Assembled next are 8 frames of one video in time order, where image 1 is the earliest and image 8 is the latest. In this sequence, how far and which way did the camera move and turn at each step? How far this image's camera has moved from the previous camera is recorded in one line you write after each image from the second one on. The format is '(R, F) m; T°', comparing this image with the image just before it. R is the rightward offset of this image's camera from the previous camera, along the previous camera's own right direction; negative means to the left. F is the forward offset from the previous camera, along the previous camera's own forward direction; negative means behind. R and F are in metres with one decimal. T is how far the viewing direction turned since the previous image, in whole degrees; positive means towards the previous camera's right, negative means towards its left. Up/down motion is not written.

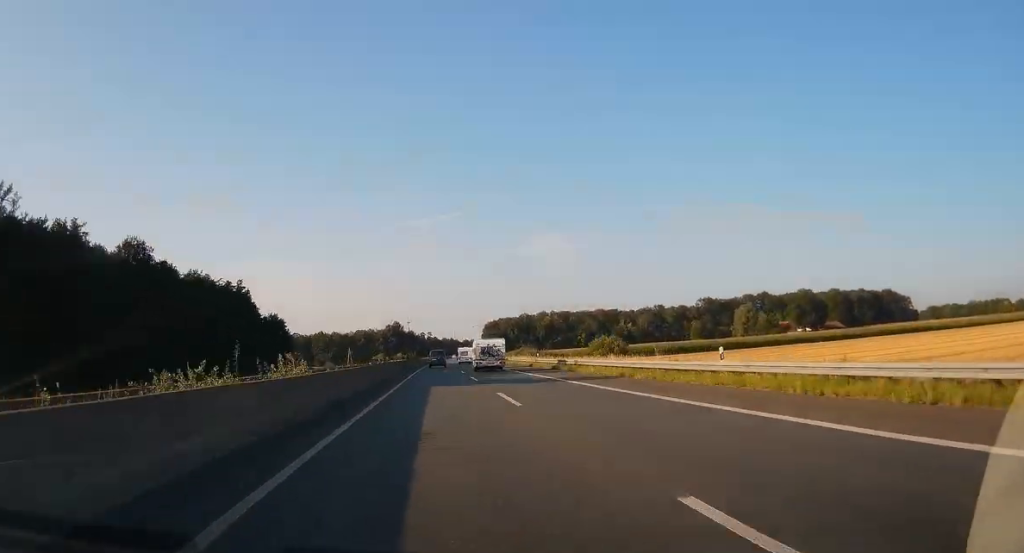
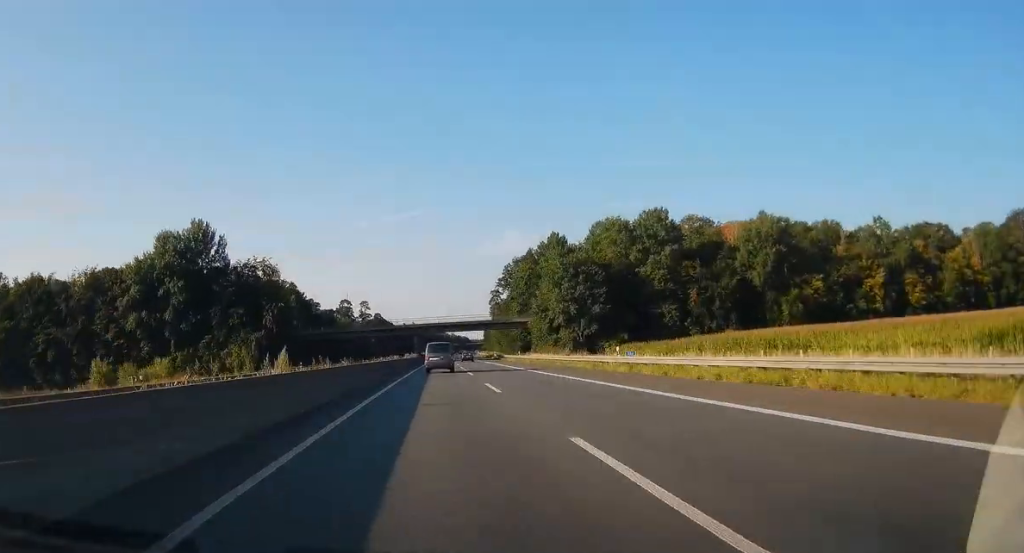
(+7.9, +329.4) m; +3°
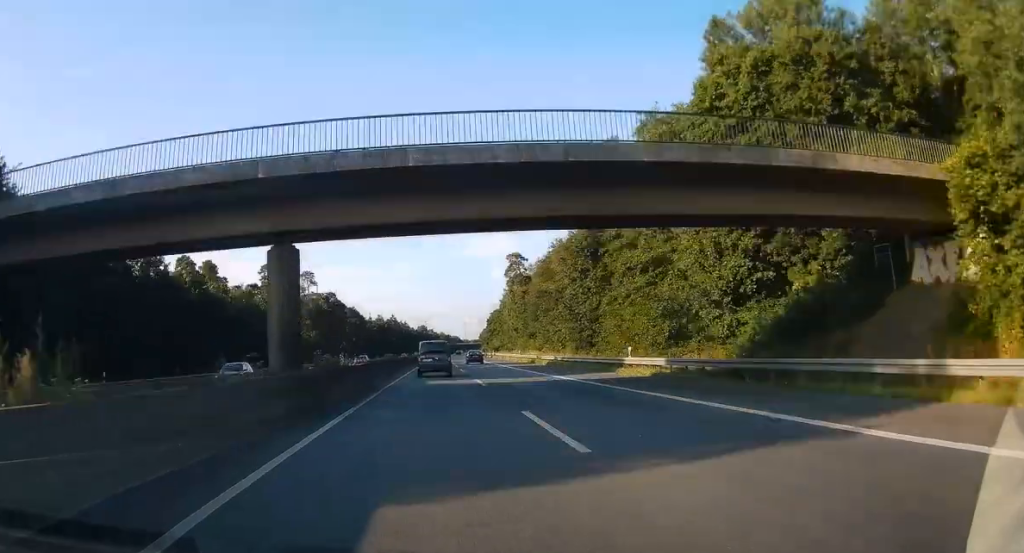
(+1.2, +100.1) m; +2°
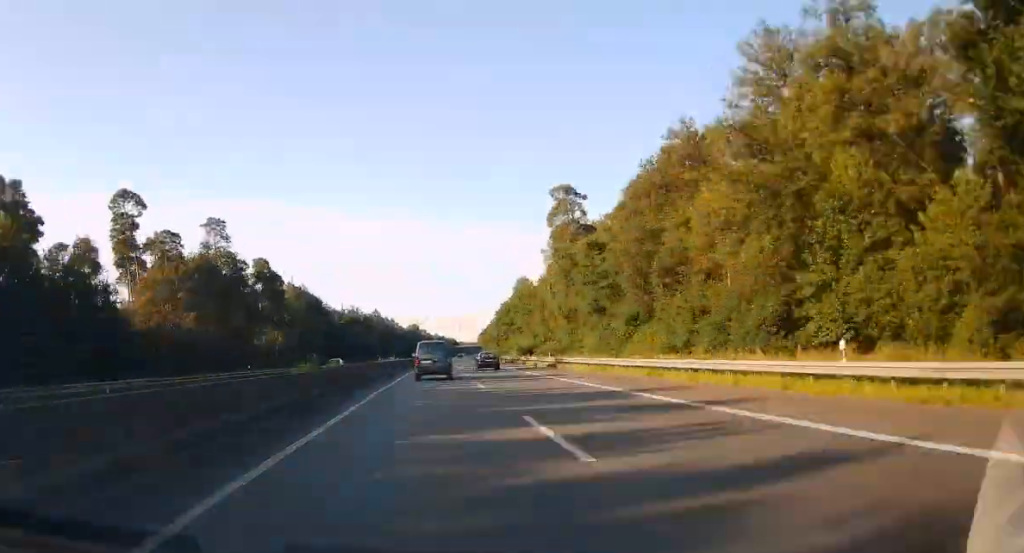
(-1.0, +70.1) m; +2°
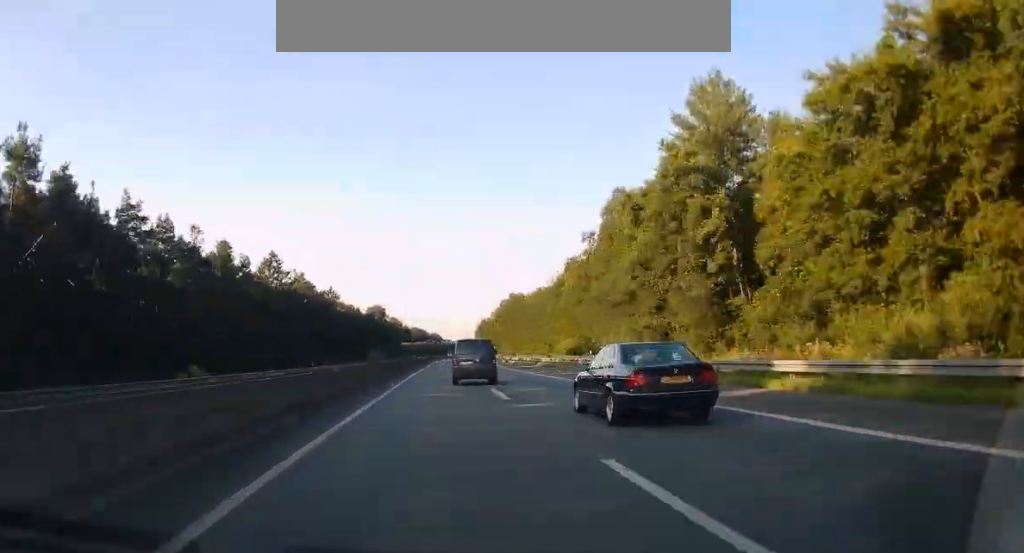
(+5.0, +162.0) m; -1°
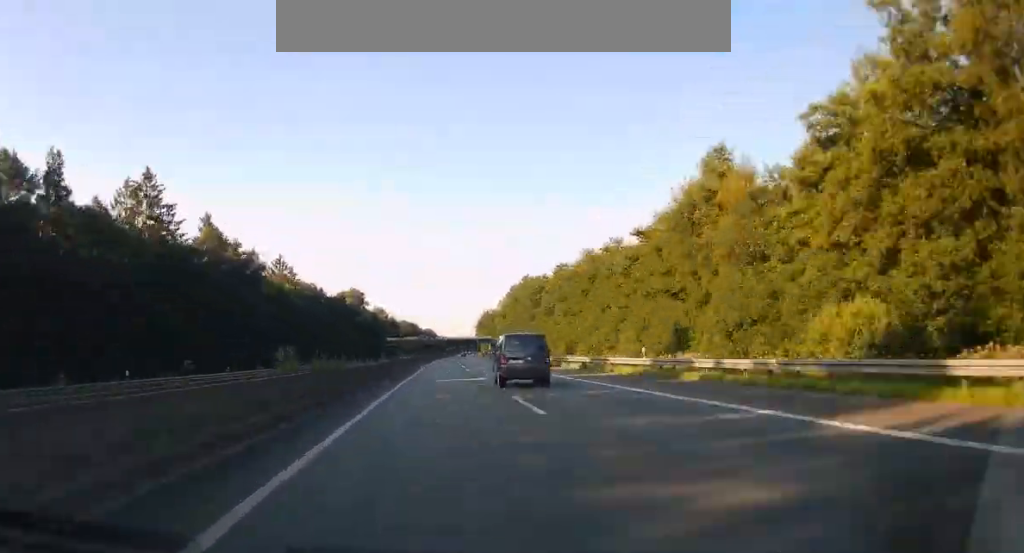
(-3.9, +65.9) m; 0°
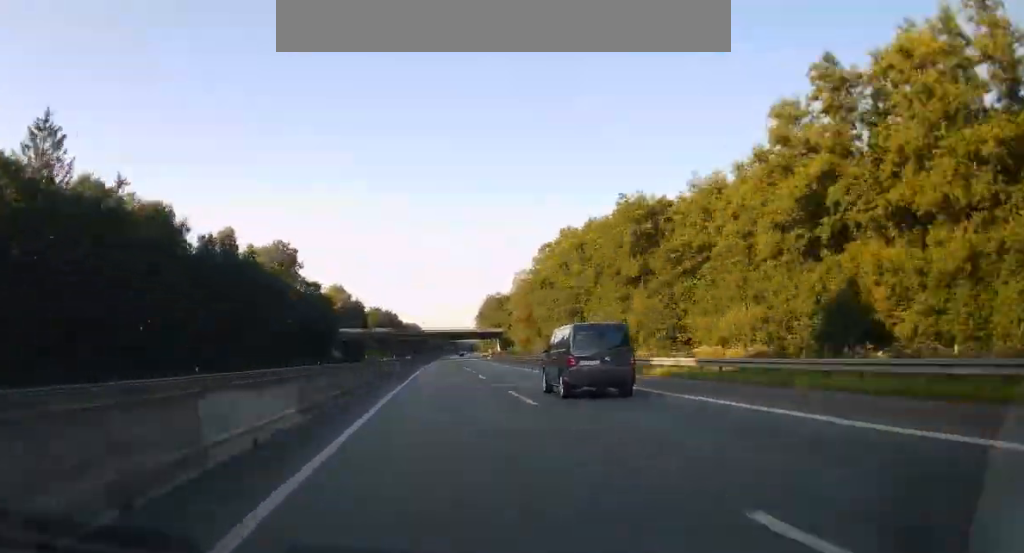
(-3.5, +91.9) m; 0°
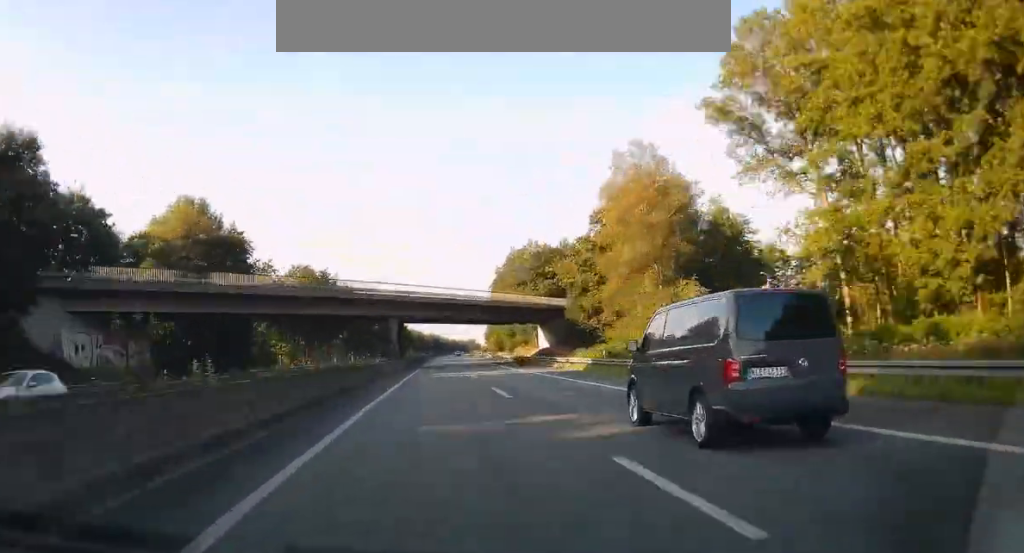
(+6.4, +109.7) m; +2°
